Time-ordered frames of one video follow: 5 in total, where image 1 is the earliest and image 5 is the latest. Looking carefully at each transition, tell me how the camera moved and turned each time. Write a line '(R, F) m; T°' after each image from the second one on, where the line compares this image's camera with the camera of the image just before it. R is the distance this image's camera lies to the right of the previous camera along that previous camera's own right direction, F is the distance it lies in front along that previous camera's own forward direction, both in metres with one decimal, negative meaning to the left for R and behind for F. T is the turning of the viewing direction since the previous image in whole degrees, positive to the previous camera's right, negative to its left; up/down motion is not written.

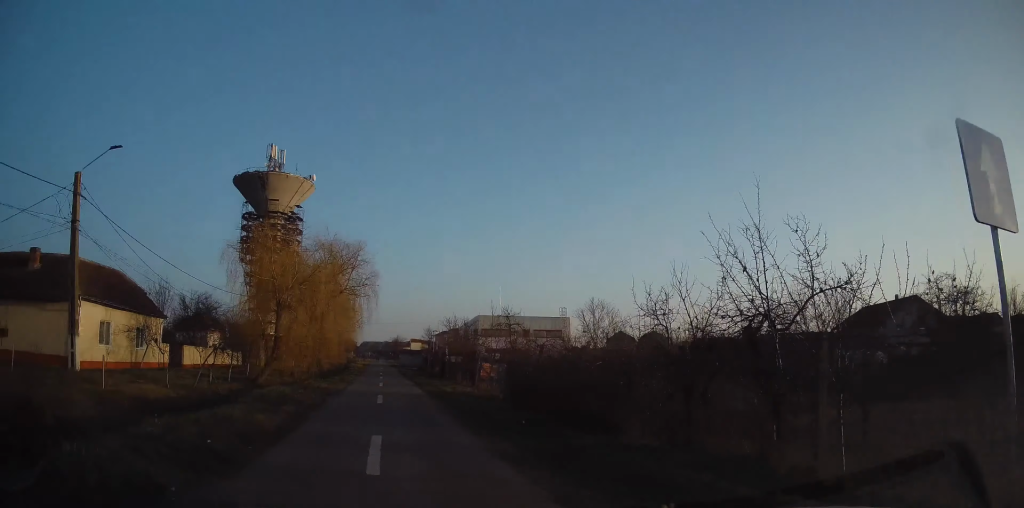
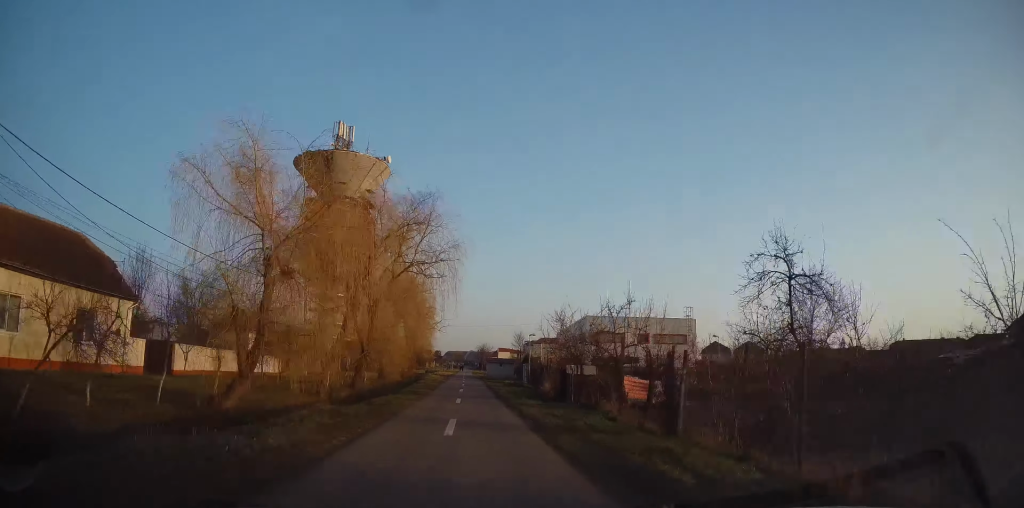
(-2.6, +11.4) m; -16°
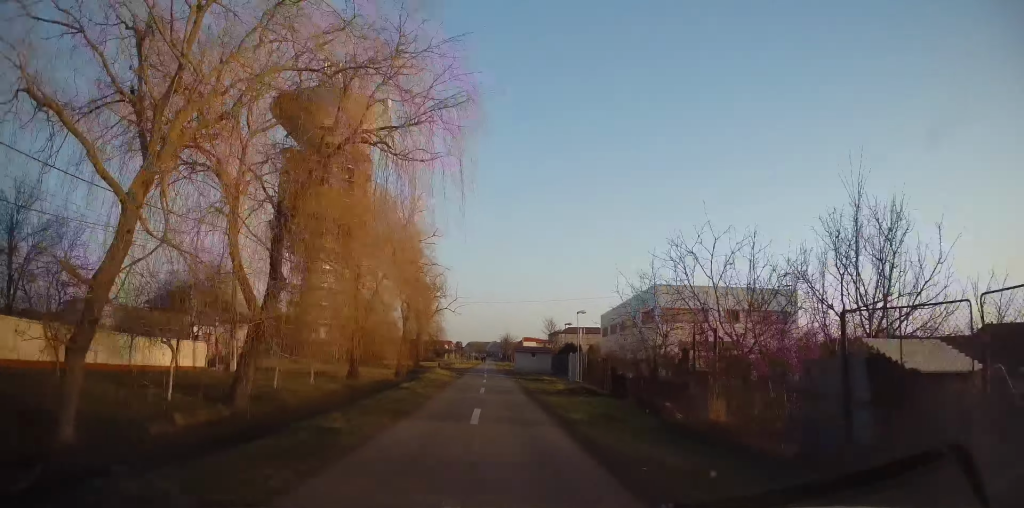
(-0.3, +14.9) m; -3°
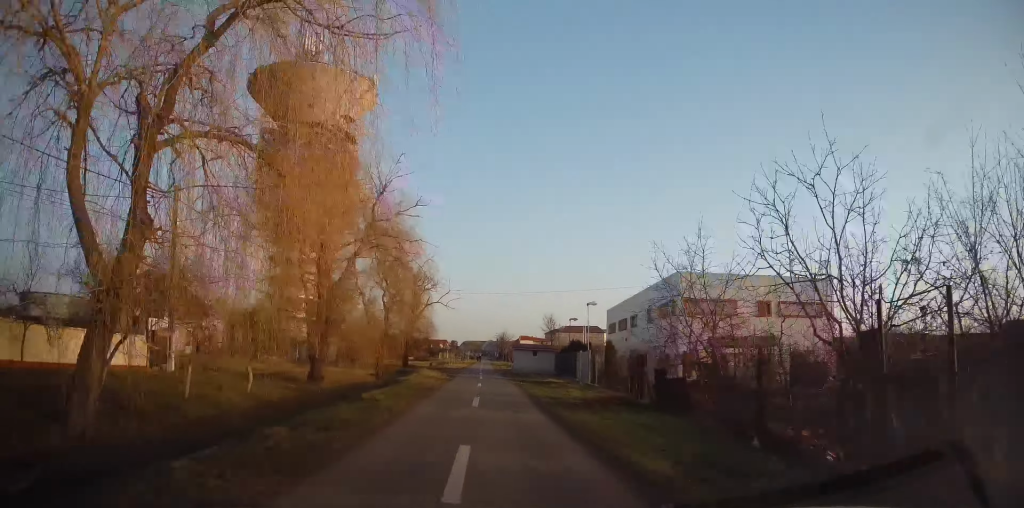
(-0.2, +5.7) m; 0°
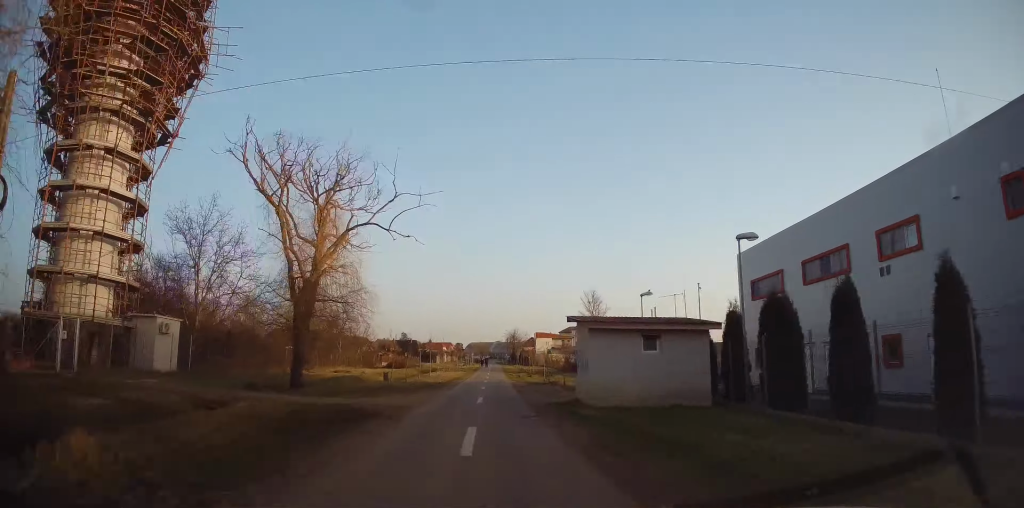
(+0.7, +32.7) m; +1°
